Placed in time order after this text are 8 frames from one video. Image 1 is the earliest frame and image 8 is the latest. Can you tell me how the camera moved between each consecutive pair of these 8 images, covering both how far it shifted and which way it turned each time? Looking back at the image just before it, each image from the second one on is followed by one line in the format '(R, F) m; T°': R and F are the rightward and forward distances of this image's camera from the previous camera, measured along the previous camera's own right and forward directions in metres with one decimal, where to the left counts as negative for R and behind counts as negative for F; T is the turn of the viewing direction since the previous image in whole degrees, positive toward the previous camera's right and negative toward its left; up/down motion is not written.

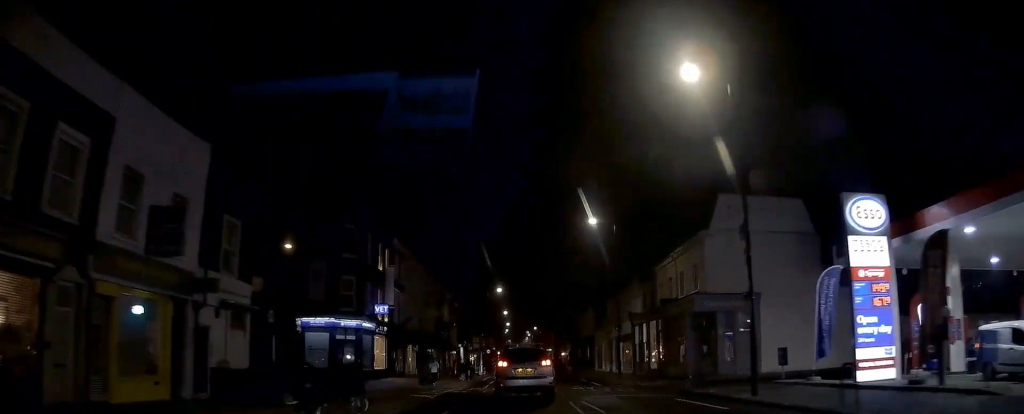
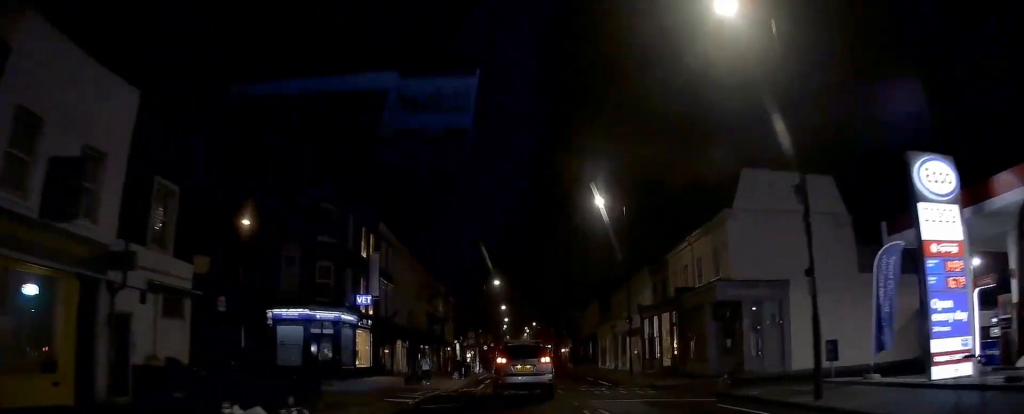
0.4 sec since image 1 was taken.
(0.0, +4.2) m; 0°
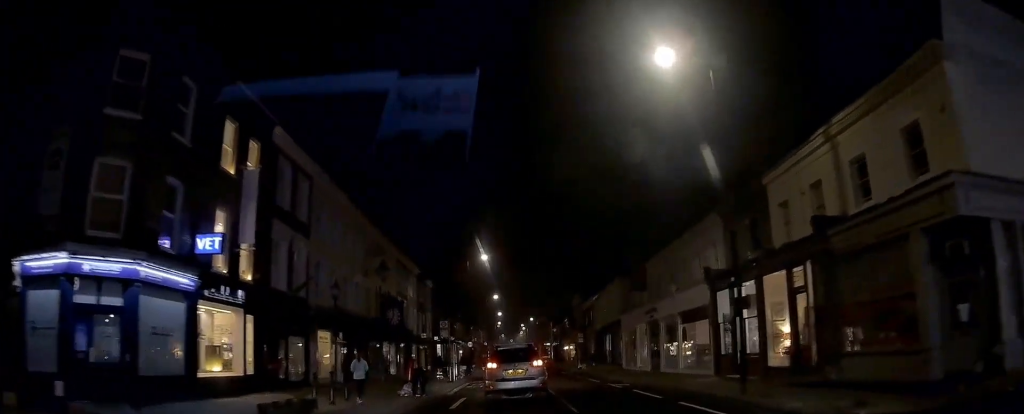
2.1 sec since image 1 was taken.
(-0.2, +17.8) m; +1°
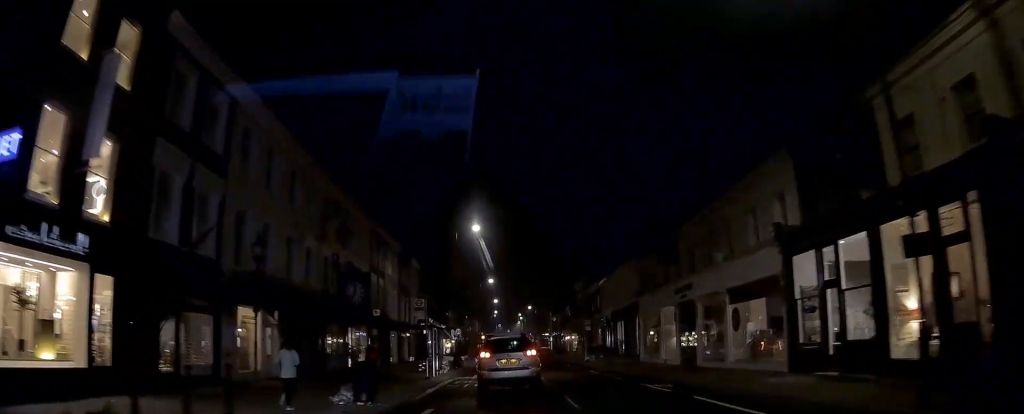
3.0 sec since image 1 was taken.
(+0.3, +8.4) m; 0°
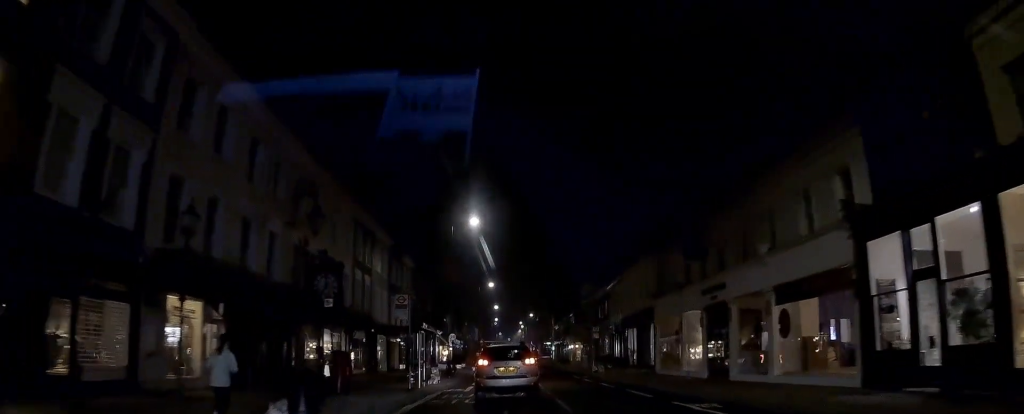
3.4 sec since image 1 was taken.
(-0.1, +4.7) m; -1°
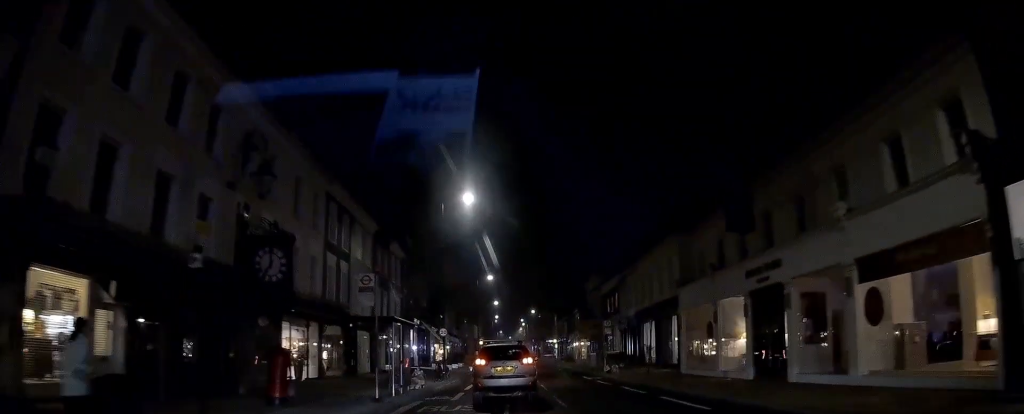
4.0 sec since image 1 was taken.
(-0.1, +5.8) m; -1°
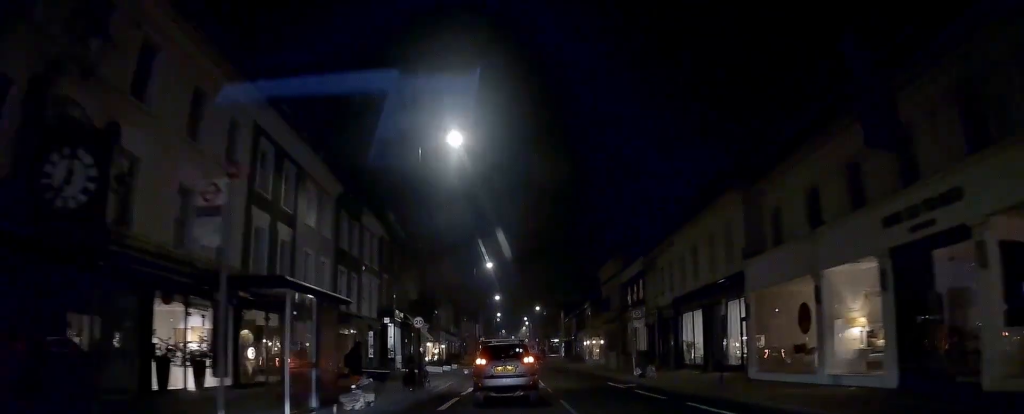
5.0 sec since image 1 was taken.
(-0.1, +9.7) m; +1°
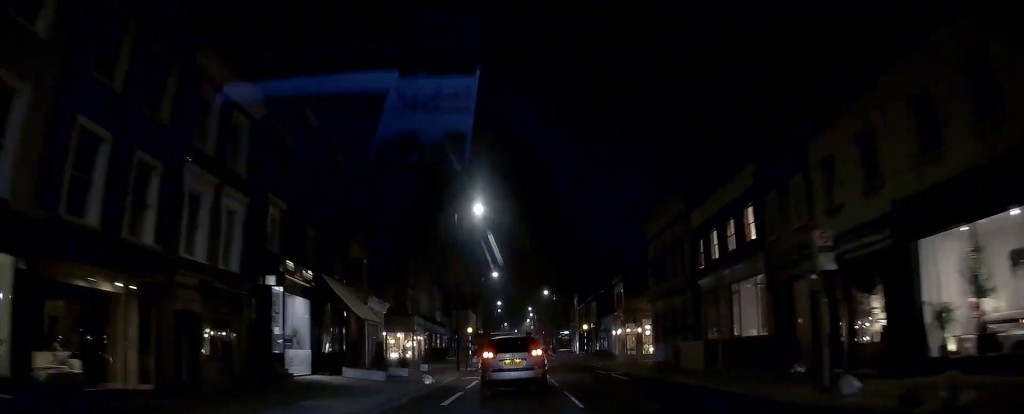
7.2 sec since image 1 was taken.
(+0.5, +21.7) m; +1°
